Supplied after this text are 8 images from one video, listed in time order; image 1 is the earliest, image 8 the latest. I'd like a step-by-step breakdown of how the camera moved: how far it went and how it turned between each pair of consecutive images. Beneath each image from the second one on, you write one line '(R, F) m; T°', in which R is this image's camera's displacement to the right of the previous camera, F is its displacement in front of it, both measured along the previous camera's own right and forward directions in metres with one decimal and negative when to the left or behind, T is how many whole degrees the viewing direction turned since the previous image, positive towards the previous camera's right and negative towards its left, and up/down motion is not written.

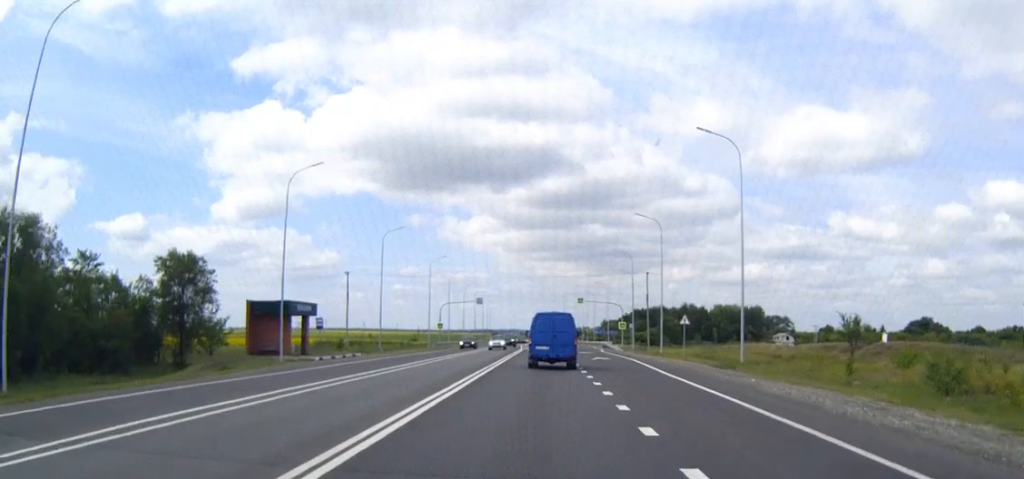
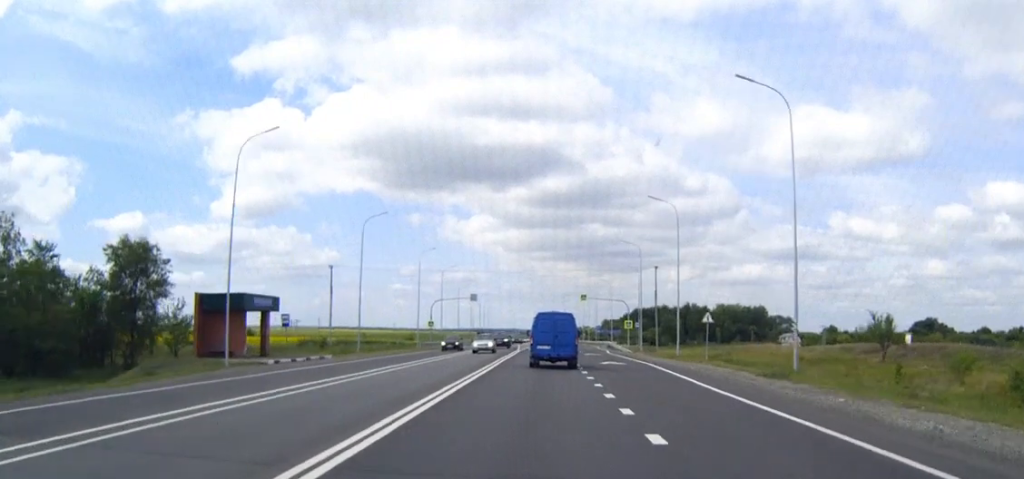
(0.0, +9.0) m; 0°
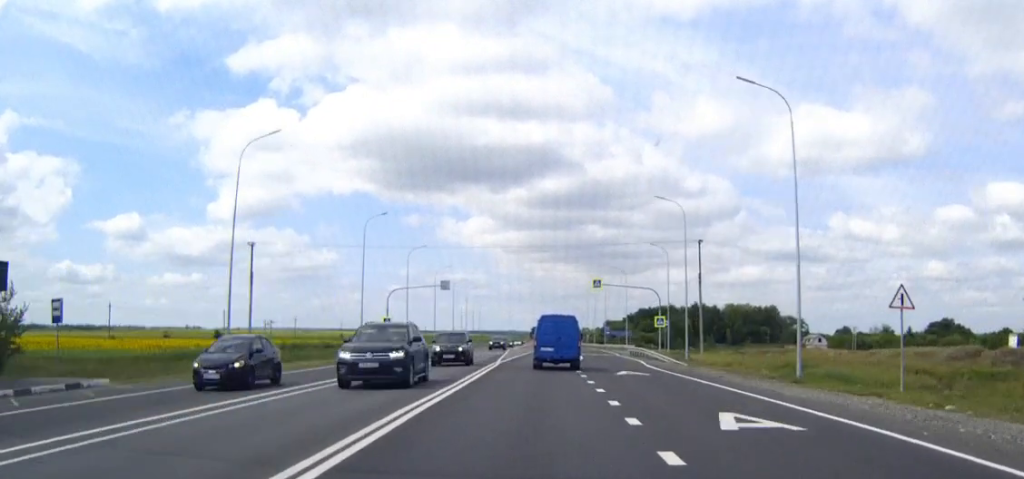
(0.0, +29.9) m; 0°
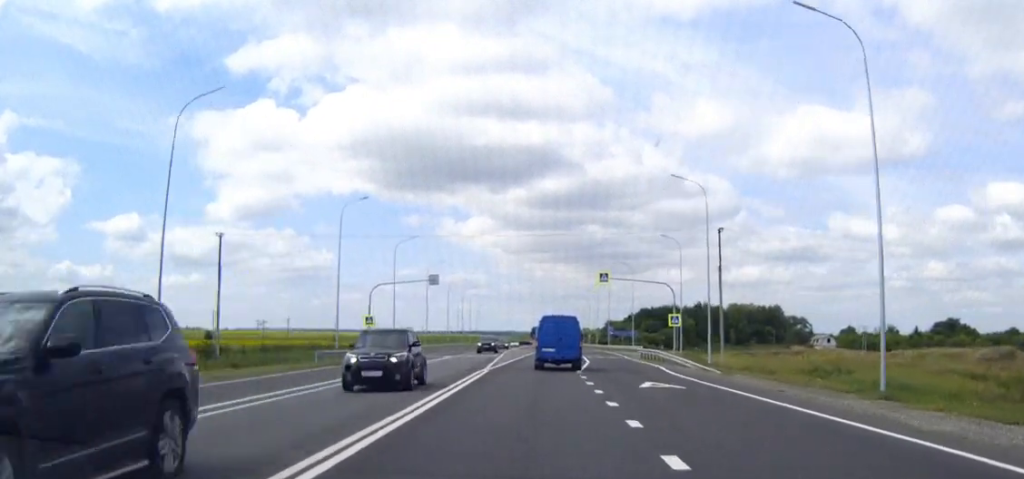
(0.0, +8.3) m; 0°
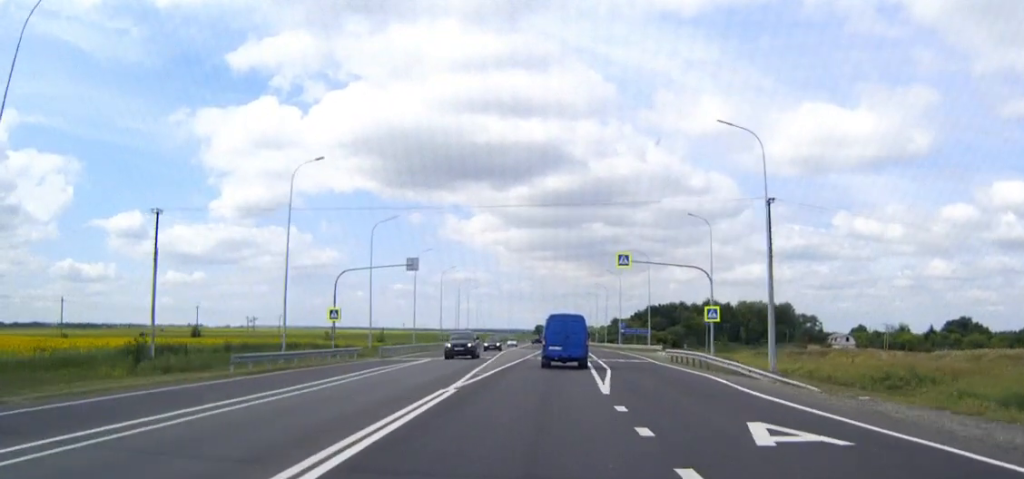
(0.0, +13.4) m; 0°
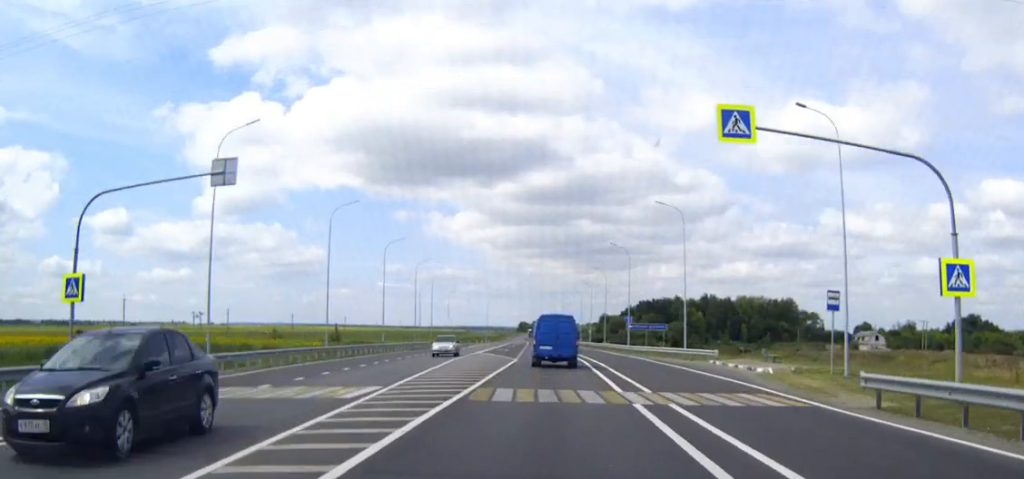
(+0.1, +33.9) m; +1°
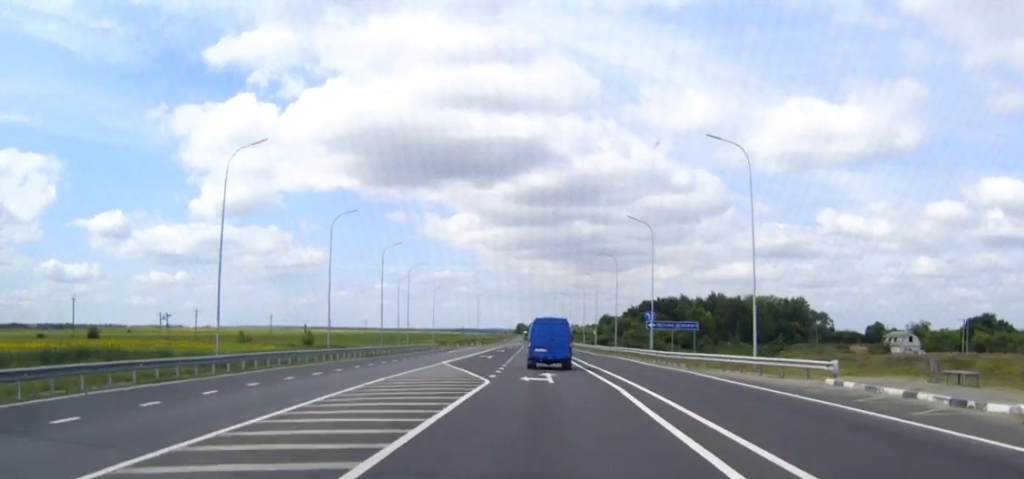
(+0.1, +22.1) m; 0°
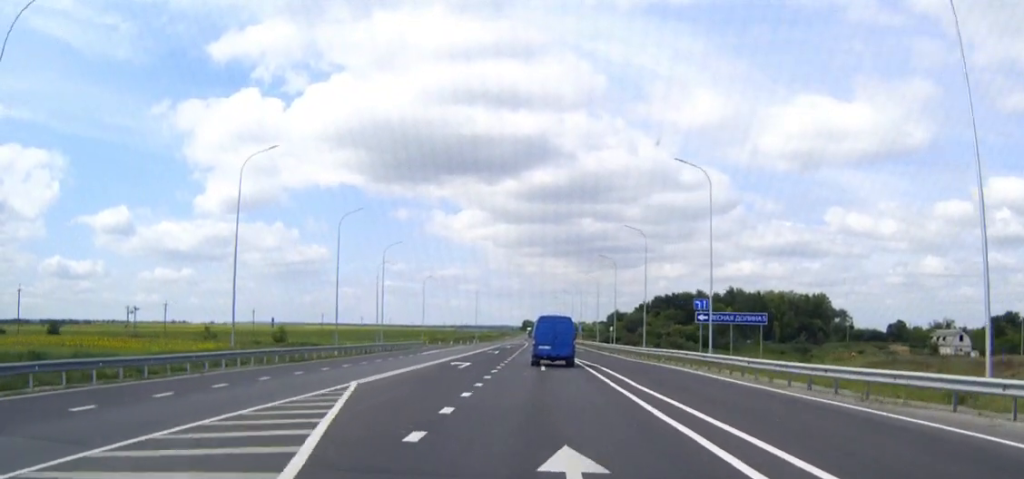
(0.0, +22.7) m; 0°
